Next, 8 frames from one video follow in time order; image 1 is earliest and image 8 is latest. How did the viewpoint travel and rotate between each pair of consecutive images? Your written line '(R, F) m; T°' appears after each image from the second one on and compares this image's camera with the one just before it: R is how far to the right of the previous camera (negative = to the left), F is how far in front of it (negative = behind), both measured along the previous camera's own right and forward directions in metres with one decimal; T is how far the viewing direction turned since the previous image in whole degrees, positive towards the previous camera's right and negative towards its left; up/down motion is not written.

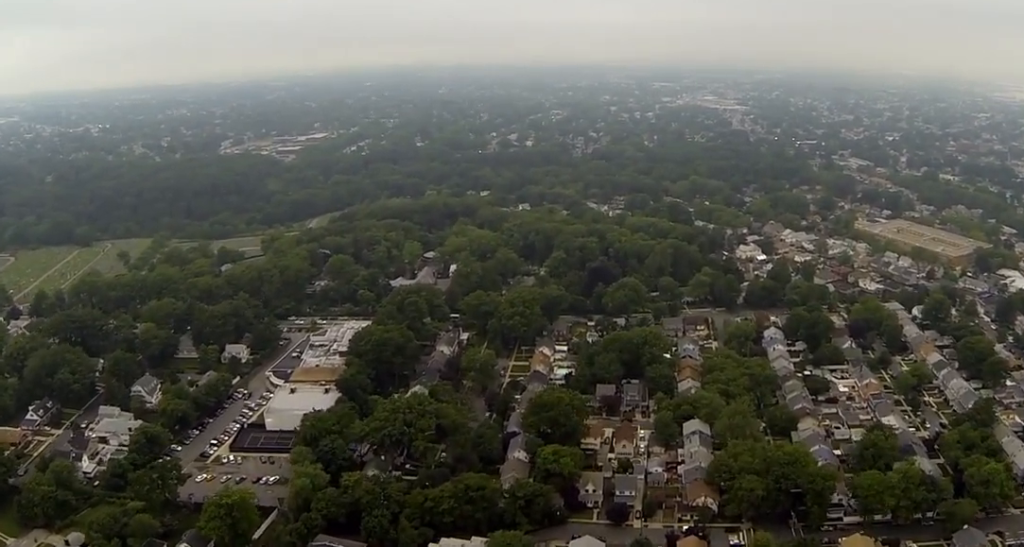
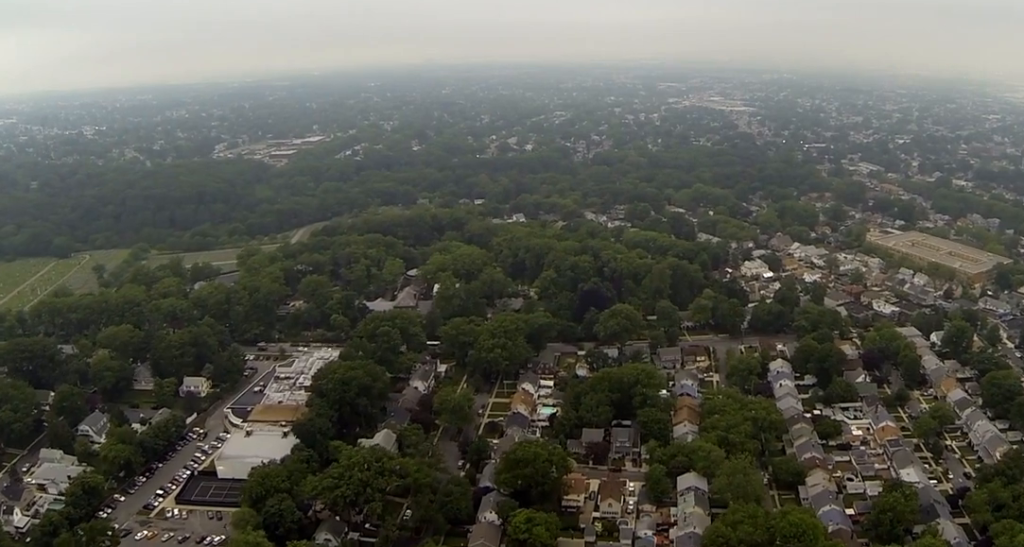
(-0.1, +36.1) m; +1°
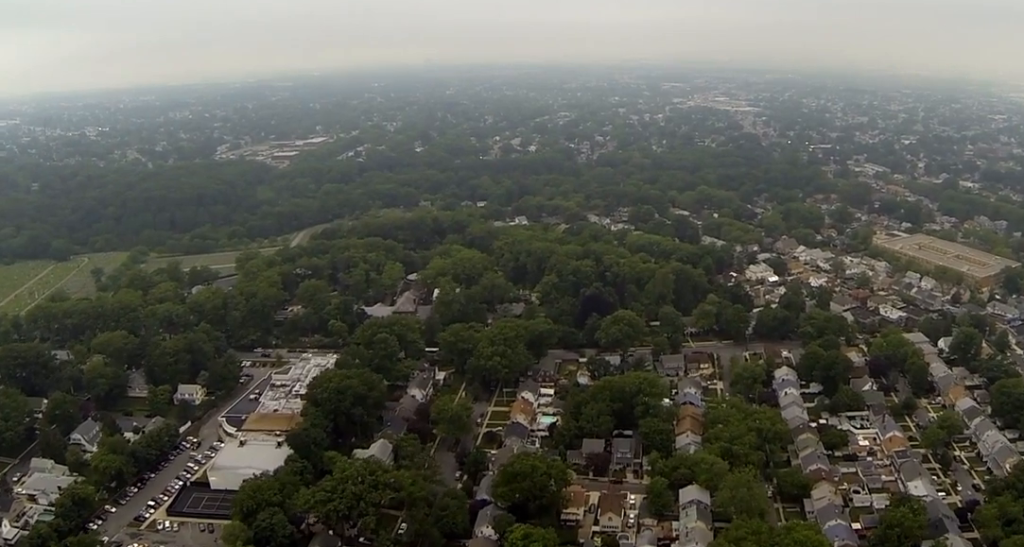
(+0.1, +7.2) m; +3°
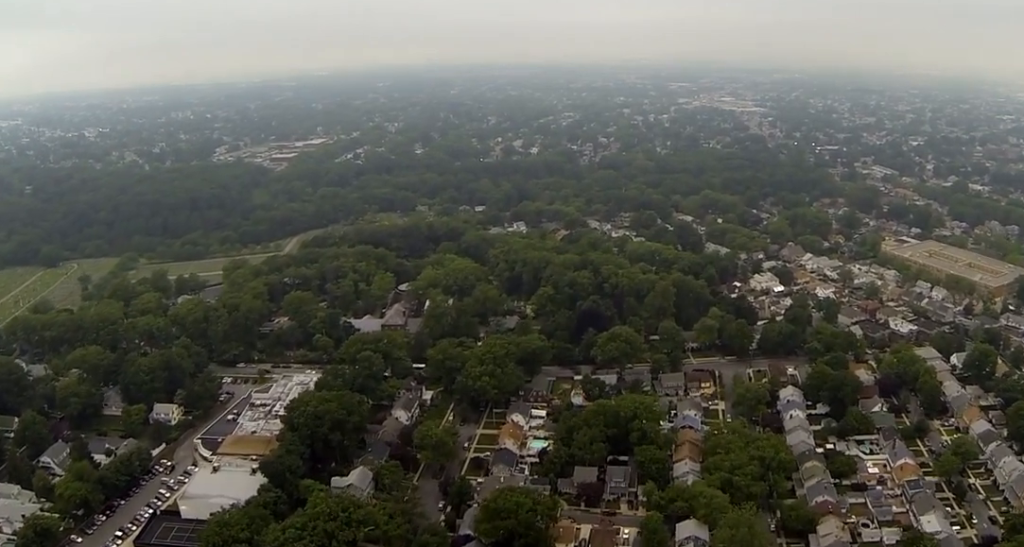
(+1.5, +17.9) m; +15°
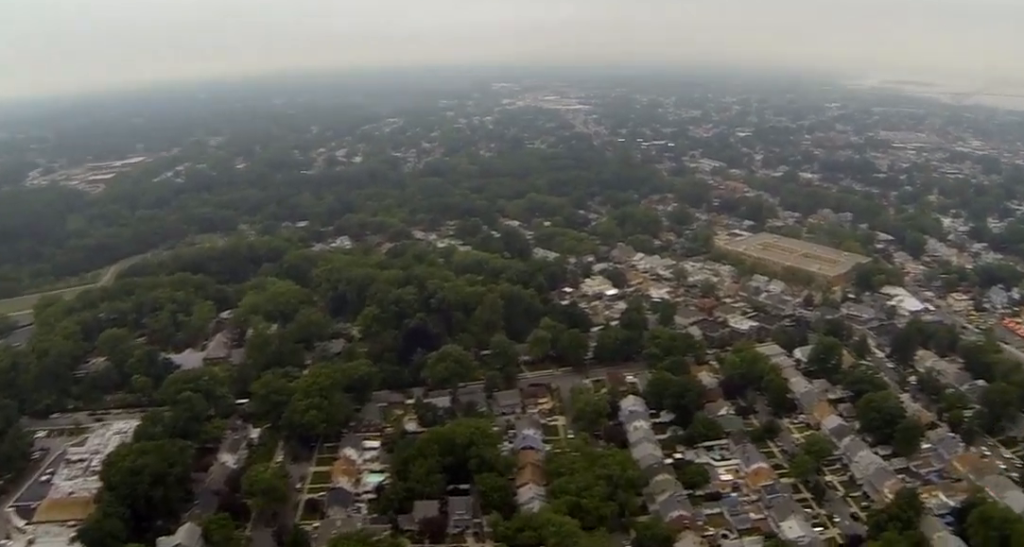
(+1.8, +12.3) m; +17°
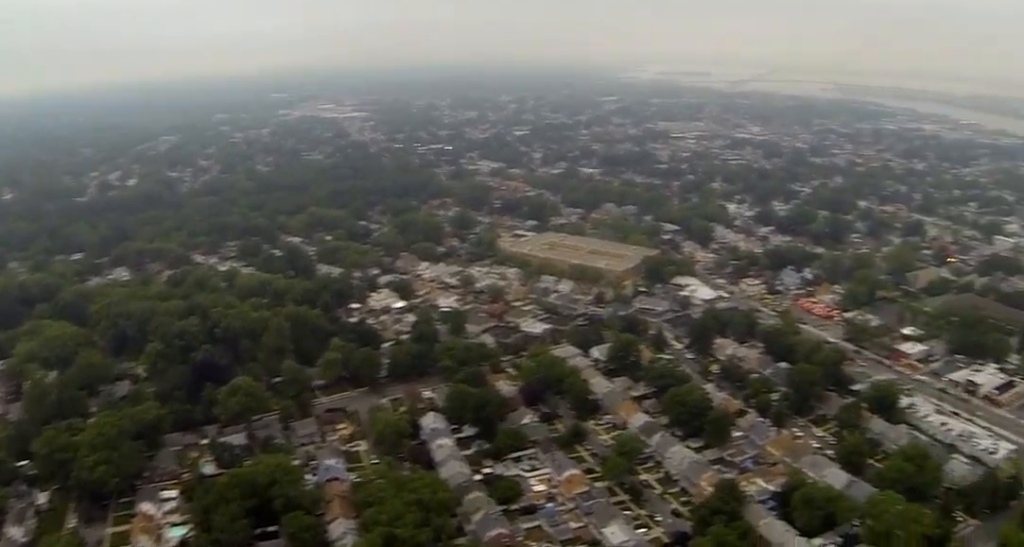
(+0.1, +7.0) m; +10°
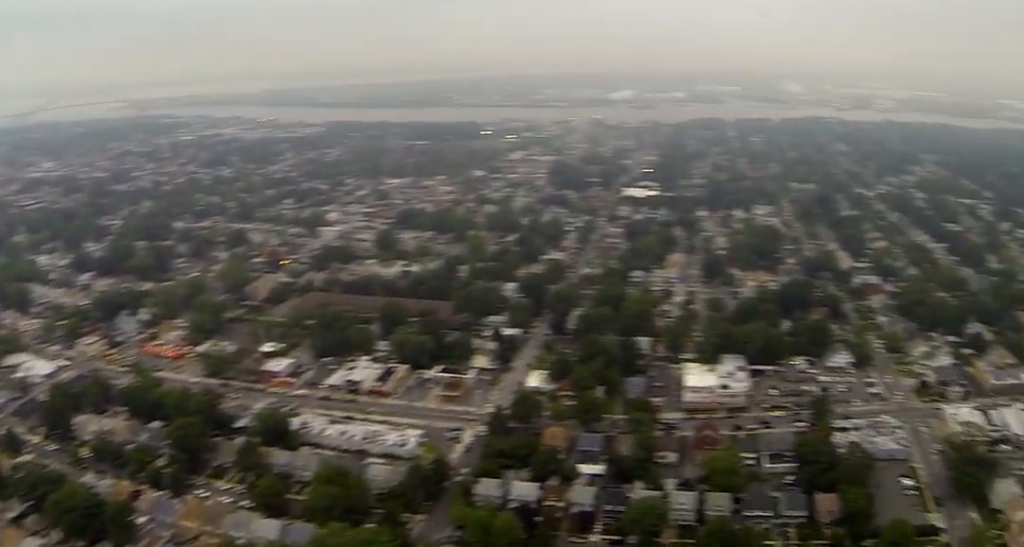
(+3.6, +14.4) m; +24°
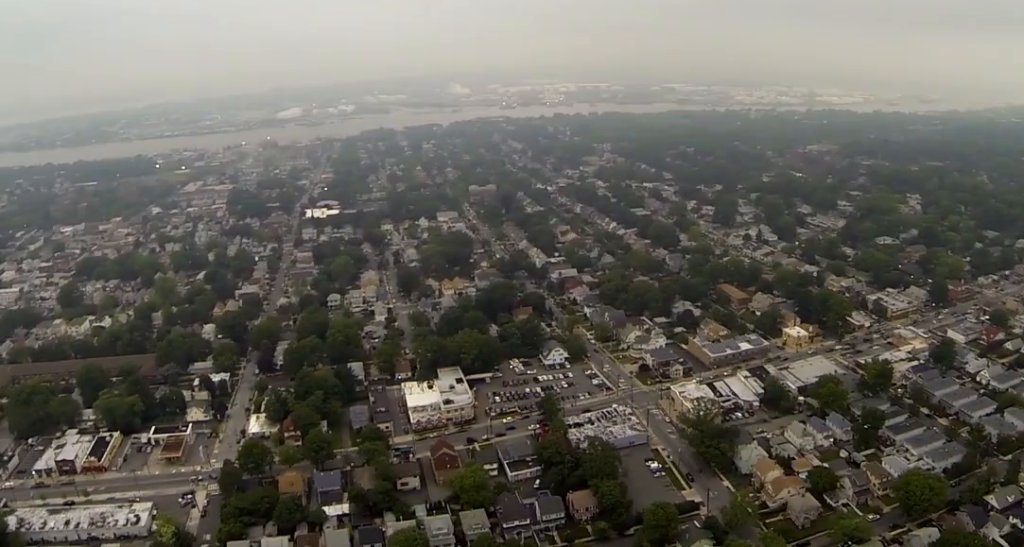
(+0.9, +7.2) m; +10°
